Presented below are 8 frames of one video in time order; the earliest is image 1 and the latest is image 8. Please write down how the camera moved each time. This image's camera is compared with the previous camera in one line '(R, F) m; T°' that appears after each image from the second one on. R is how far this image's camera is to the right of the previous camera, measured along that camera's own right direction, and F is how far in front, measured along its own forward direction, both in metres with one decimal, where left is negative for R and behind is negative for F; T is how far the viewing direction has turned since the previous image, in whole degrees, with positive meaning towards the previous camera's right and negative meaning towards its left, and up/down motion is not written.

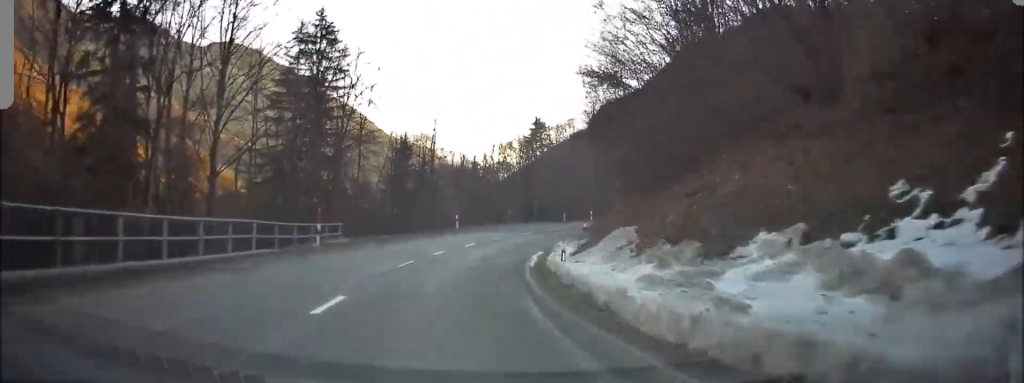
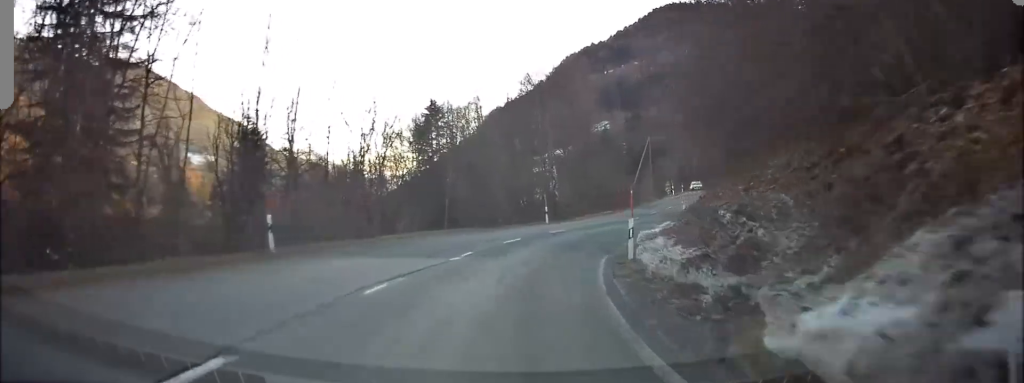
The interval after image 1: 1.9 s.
(+0.2, +22.4) m; -8°
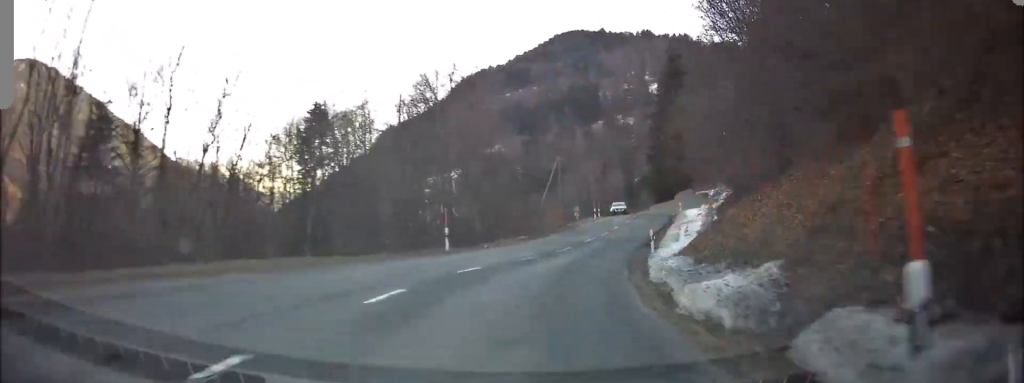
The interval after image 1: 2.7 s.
(-0.9, +10.0) m; -4°
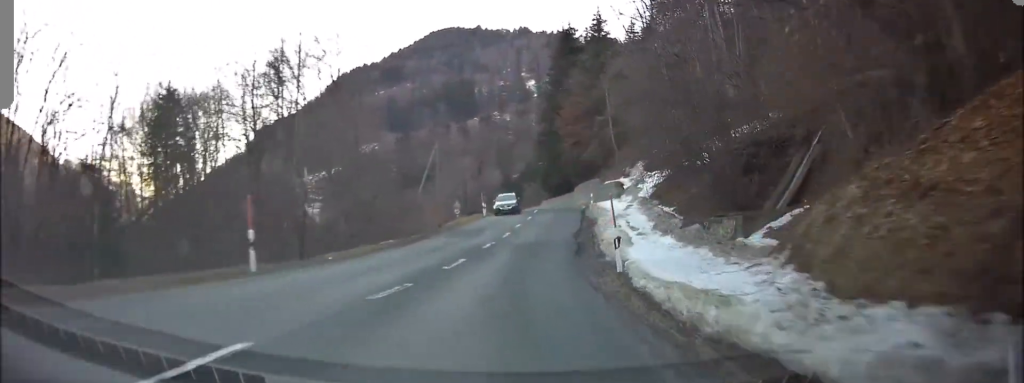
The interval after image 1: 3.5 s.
(-0.2, +10.2) m; +4°
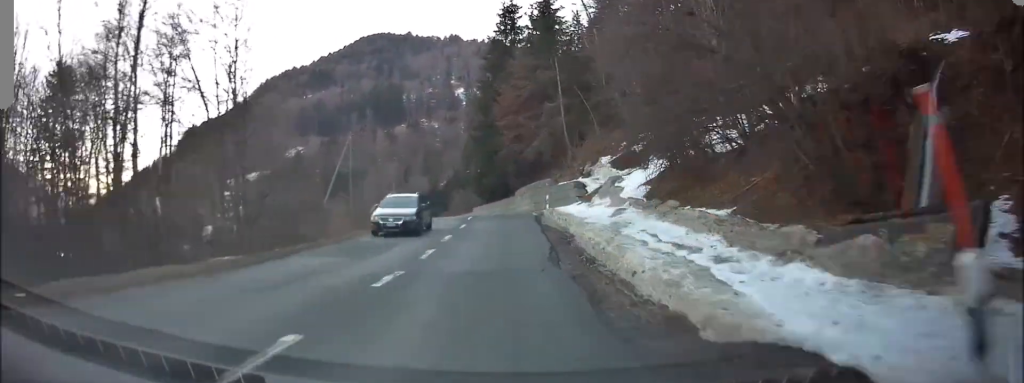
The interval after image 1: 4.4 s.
(+0.8, +11.9) m; +9°
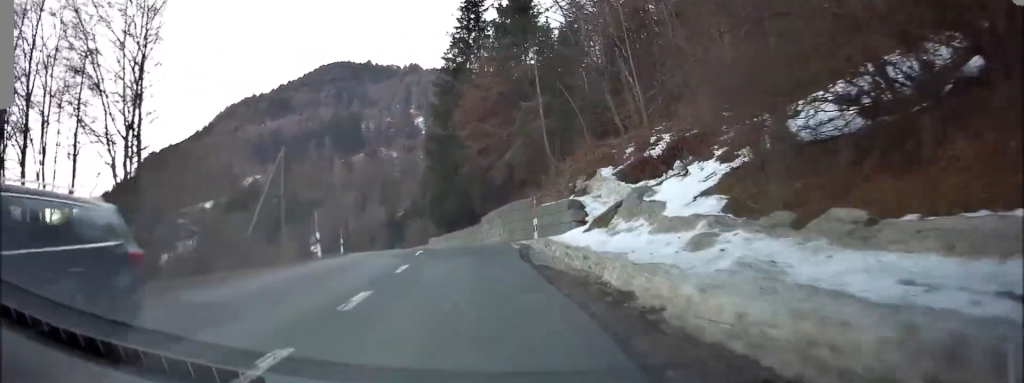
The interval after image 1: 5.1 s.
(+0.9, +11.1) m; +5°
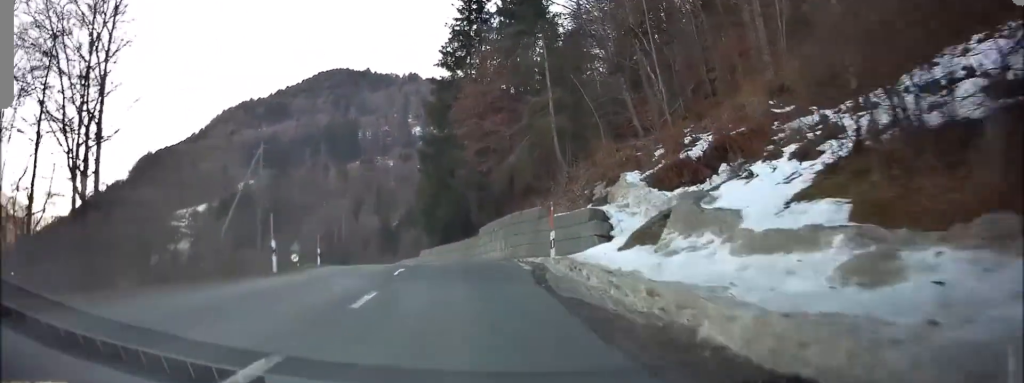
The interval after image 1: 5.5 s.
(+0.1, +5.8) m; +1°
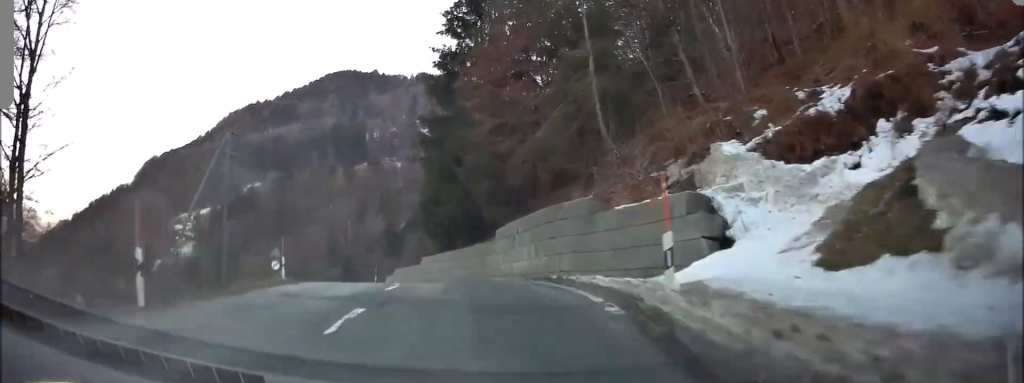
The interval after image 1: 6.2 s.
(0.0, +9.3) m; +1°
